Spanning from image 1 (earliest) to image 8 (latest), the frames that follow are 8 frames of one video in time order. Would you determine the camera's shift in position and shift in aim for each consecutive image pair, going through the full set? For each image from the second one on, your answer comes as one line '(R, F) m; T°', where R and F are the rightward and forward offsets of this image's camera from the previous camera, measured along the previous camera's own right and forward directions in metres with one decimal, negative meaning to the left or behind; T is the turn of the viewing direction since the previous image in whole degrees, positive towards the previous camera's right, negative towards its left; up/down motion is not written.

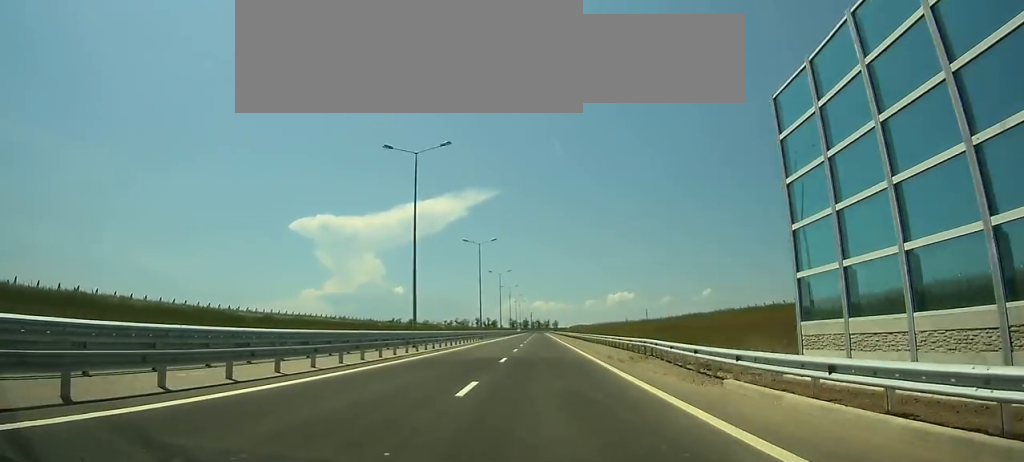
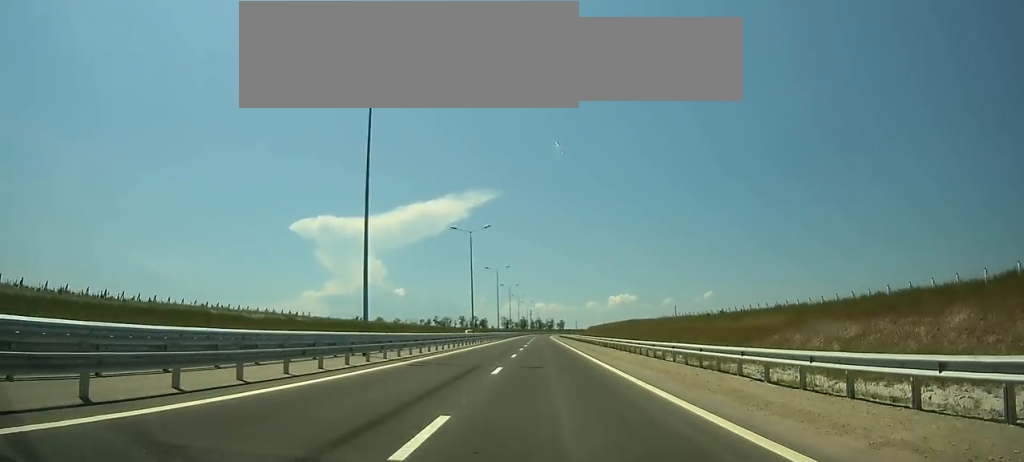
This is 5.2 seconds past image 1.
(0.0, +141.9) m; 0°
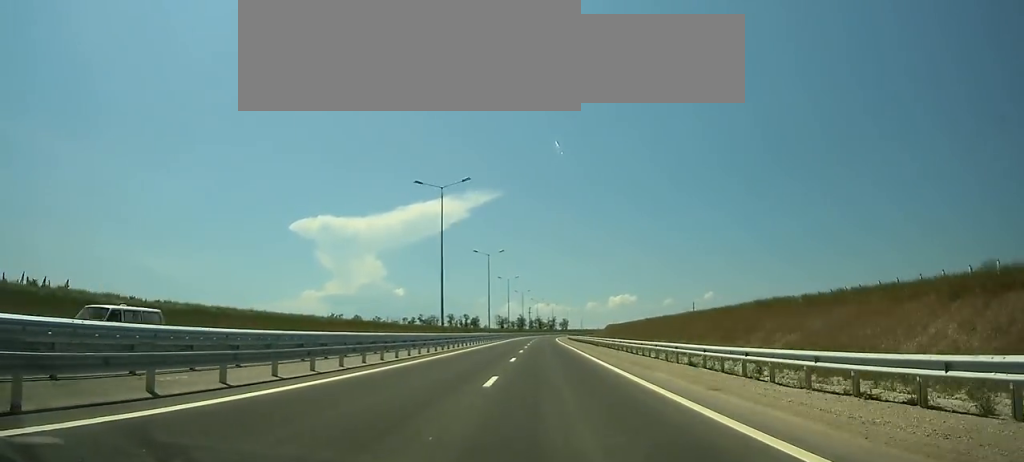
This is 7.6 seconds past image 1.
(0.0, +65.6) m; 0°
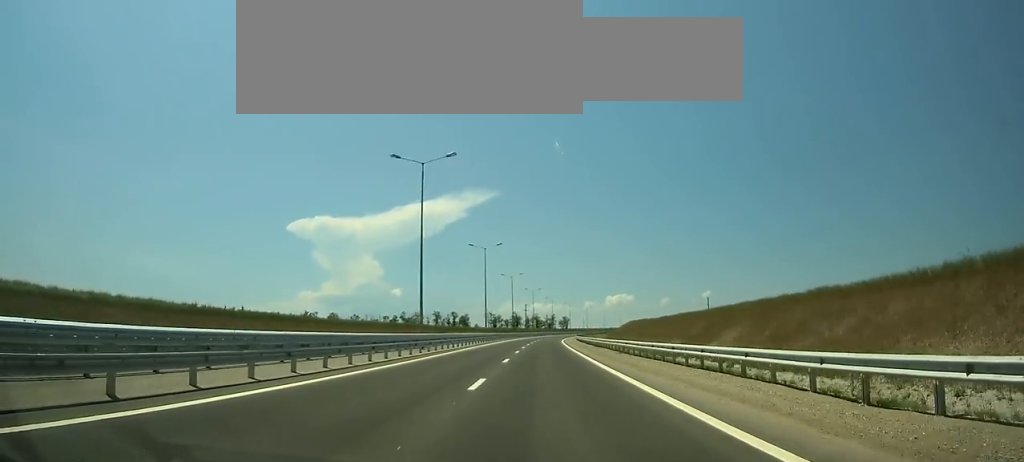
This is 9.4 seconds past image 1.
(0.0, +49.4) m; 0°
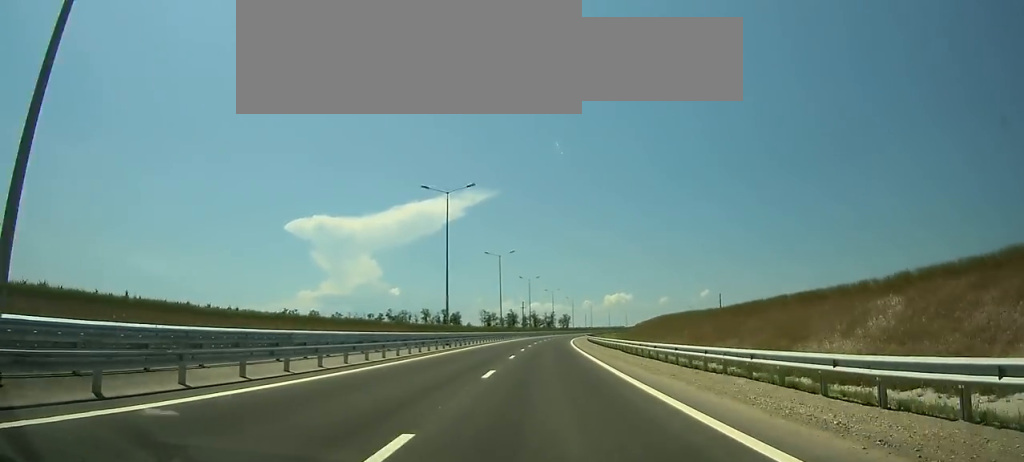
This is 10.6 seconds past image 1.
(0.0, +32.9) m; 0°
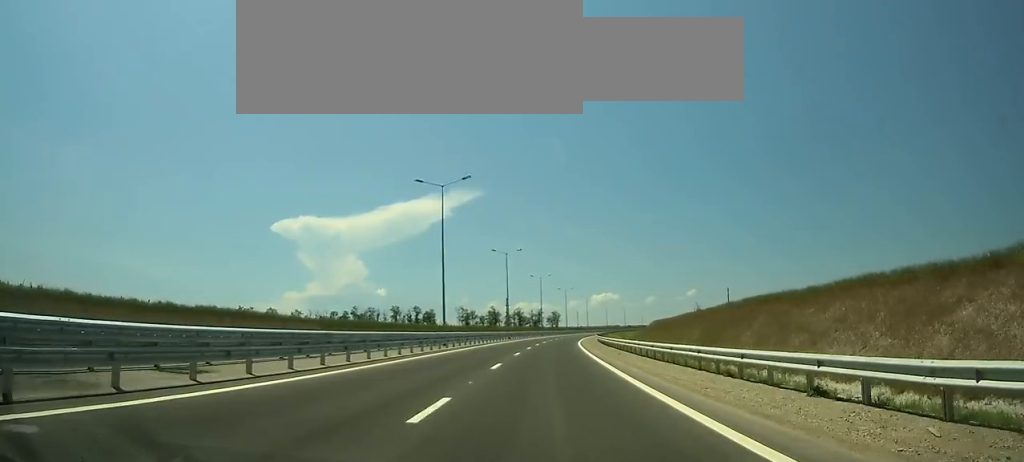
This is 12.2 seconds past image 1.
(0.0, +44.2) m; +2°
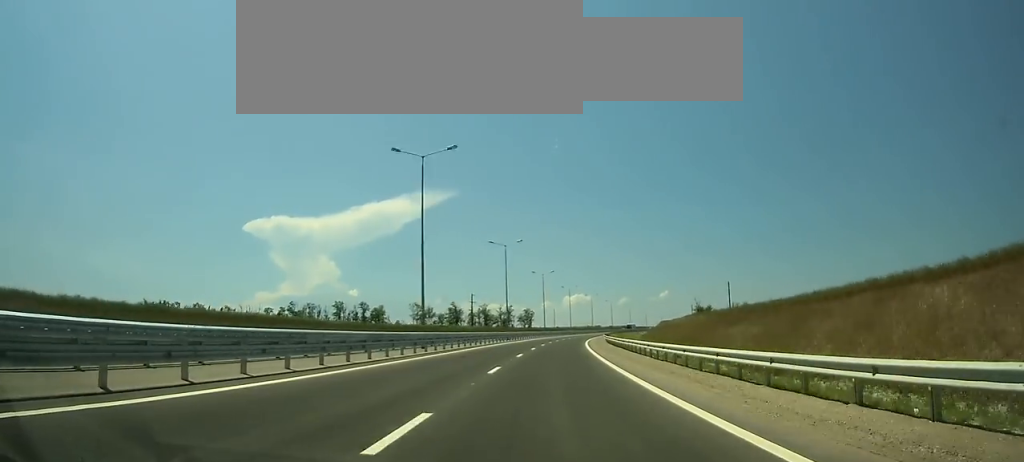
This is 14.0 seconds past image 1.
(-1.4, +49.8) m; +3°
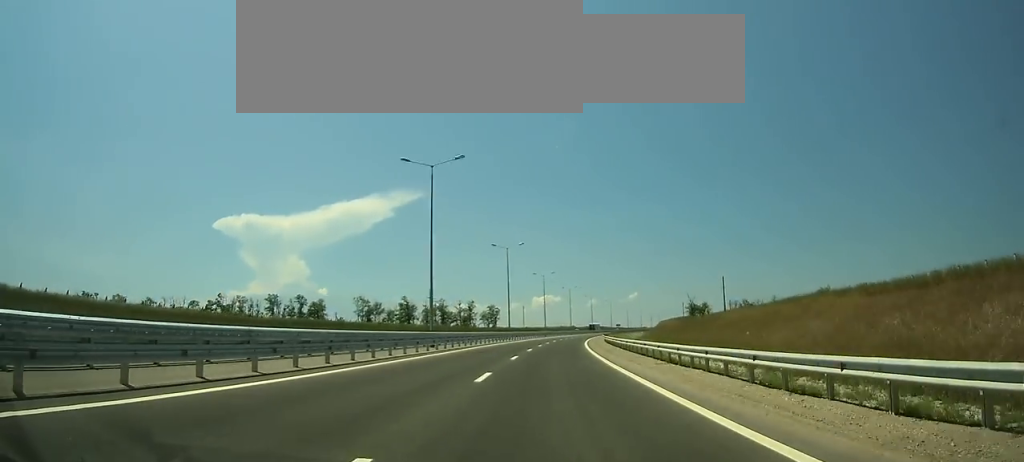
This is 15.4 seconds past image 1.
(+2.7, +39.1) m; +4°
